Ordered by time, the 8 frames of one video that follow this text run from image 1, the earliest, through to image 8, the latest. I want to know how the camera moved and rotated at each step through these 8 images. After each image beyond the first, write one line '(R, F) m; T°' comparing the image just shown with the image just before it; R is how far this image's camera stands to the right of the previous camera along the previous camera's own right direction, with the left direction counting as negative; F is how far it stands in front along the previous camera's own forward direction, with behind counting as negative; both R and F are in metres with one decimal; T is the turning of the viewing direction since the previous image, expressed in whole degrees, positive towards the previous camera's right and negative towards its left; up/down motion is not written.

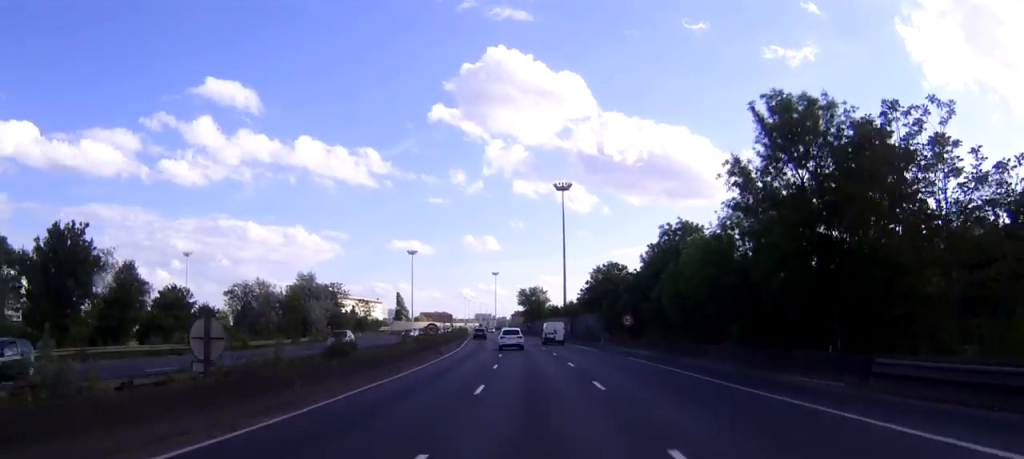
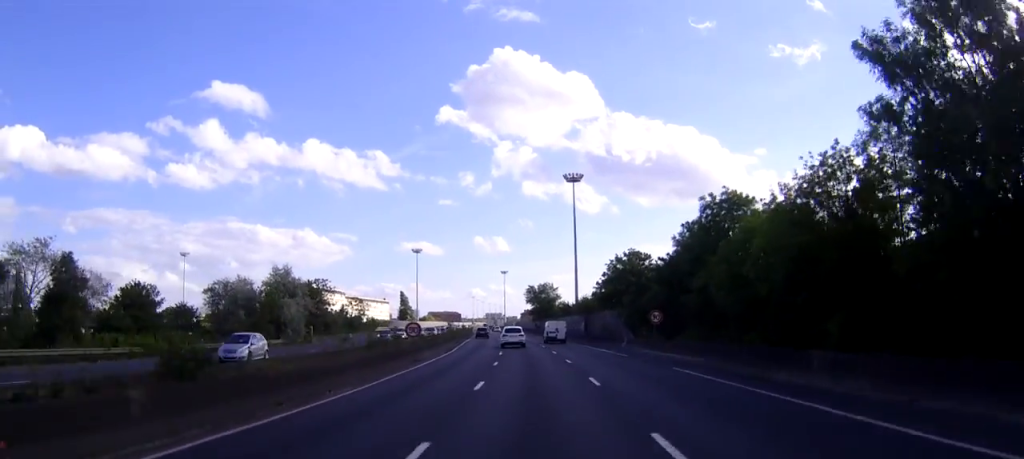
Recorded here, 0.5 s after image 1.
(-0.1, +12.2) m; -1°
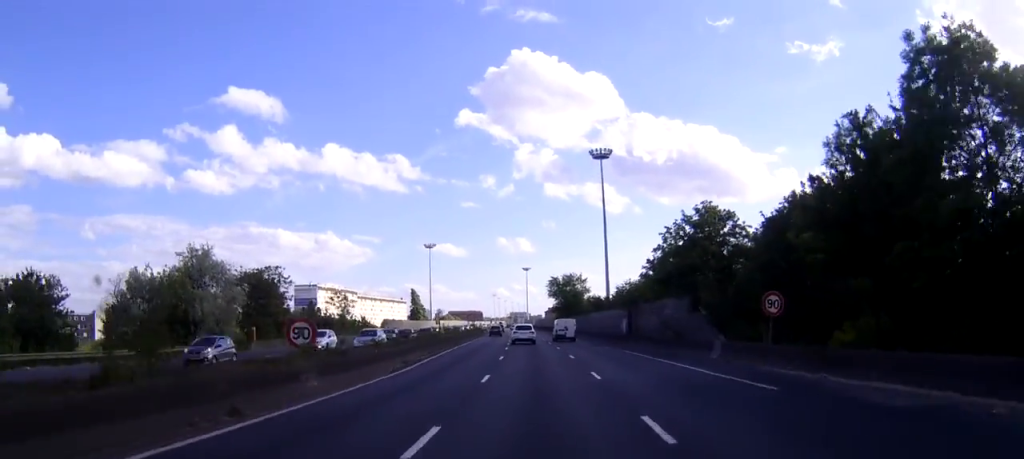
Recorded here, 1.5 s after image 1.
(-0.4, +25.1) m; -2°
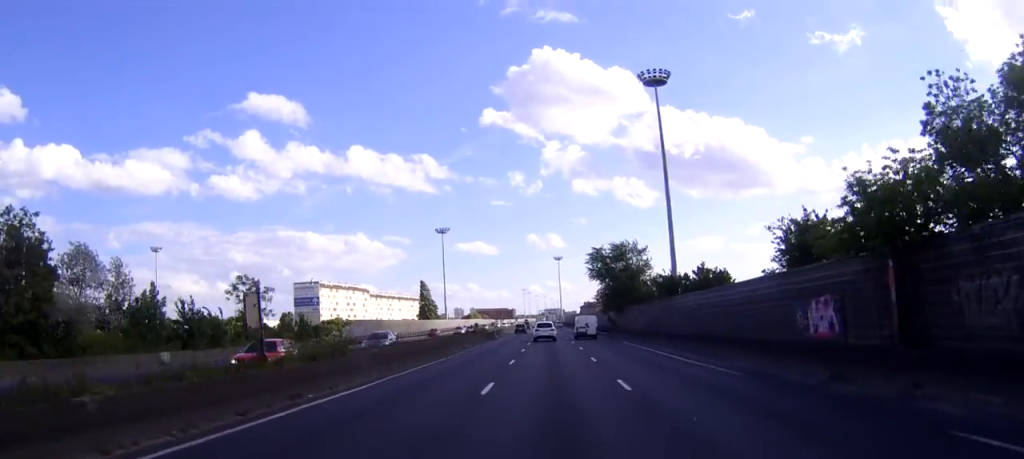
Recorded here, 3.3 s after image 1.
(-1.1, +43.8) m; -2°
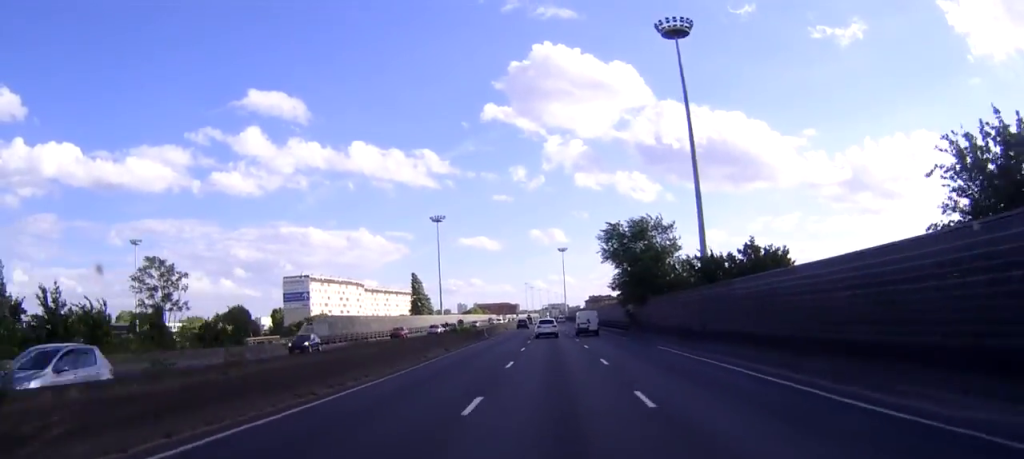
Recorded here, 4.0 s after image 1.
(-0.1, +17.1) m; 0°
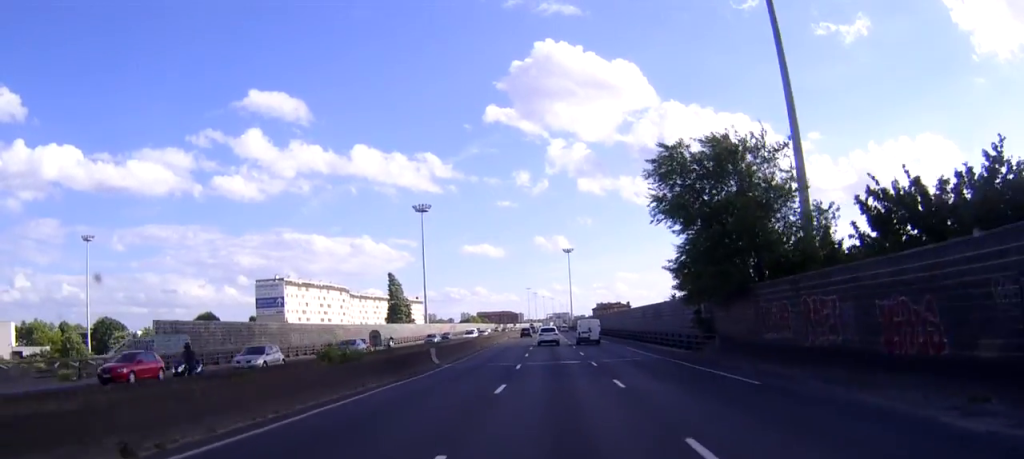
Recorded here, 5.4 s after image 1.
(-0.2, +32.4) m; -1°
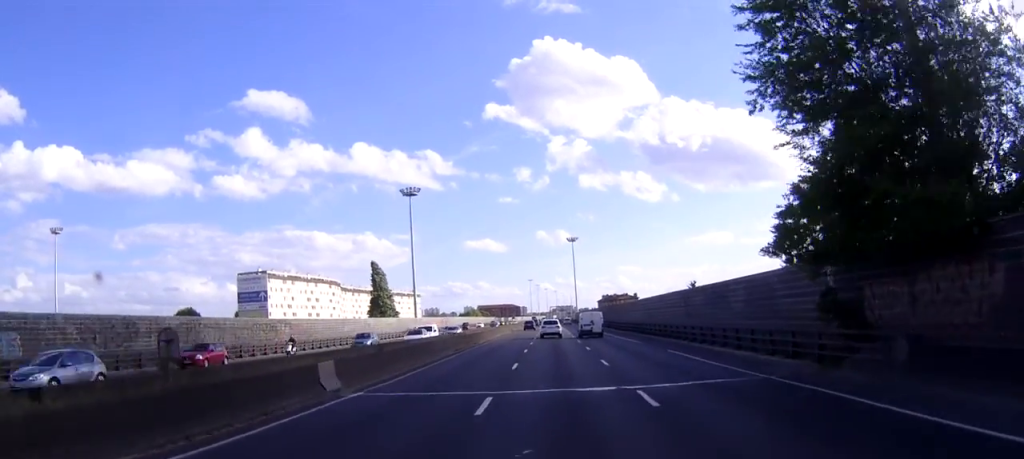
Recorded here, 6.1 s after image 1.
(-0.1, +18.6) m; 0°
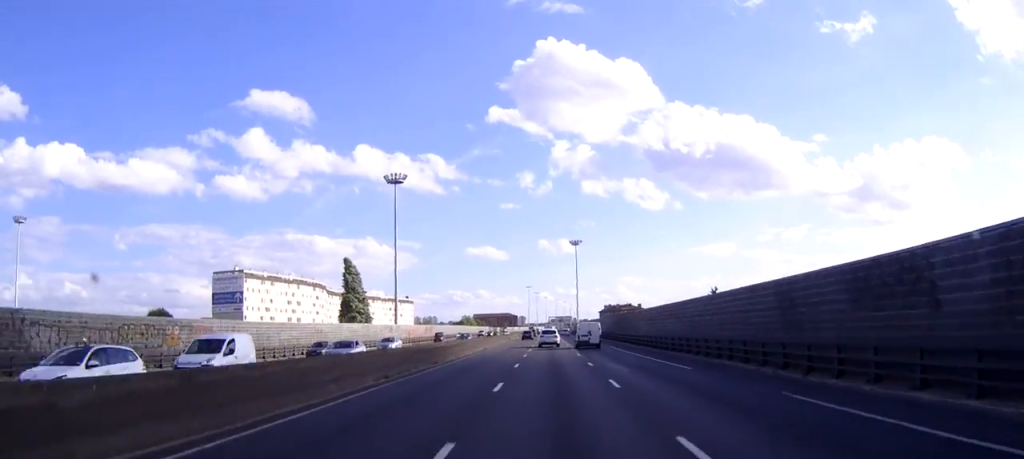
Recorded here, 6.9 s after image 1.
(0.0, +19.3) m; 0°
